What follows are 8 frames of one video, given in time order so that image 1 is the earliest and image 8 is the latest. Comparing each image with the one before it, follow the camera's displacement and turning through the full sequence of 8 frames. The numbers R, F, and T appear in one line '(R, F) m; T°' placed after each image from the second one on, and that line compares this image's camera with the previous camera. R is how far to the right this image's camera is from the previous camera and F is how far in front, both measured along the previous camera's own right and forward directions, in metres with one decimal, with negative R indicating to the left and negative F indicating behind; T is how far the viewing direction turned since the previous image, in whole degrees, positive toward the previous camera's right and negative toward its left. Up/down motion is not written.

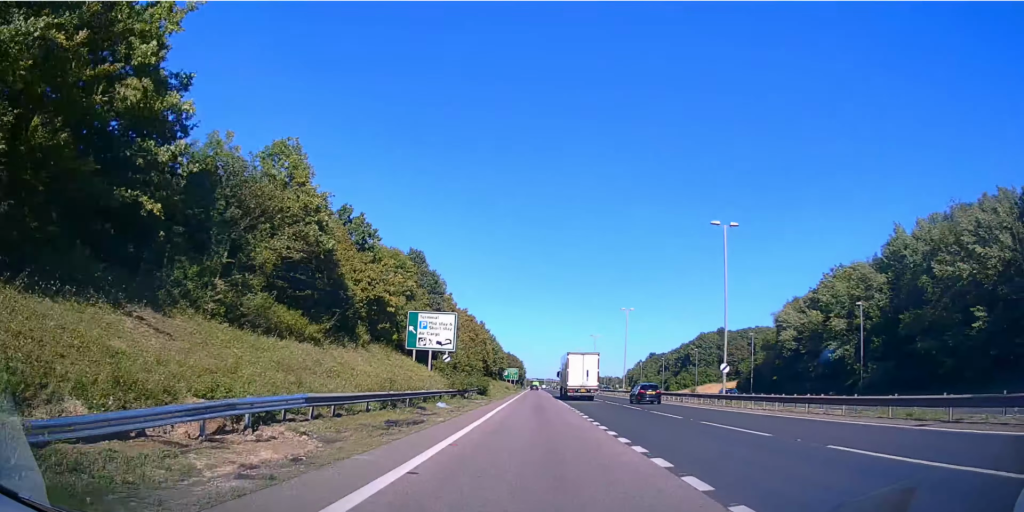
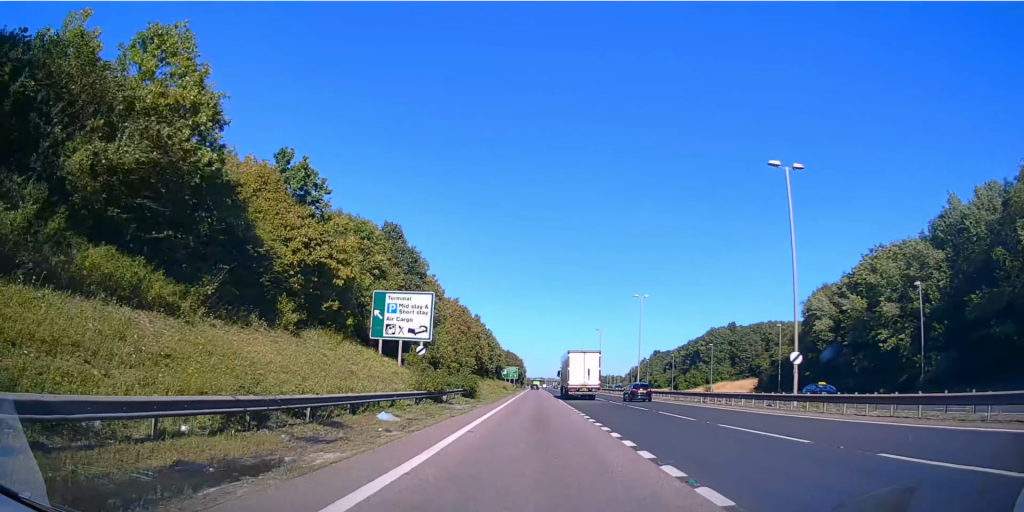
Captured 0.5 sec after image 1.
(0.0, +14.3) m; 0°
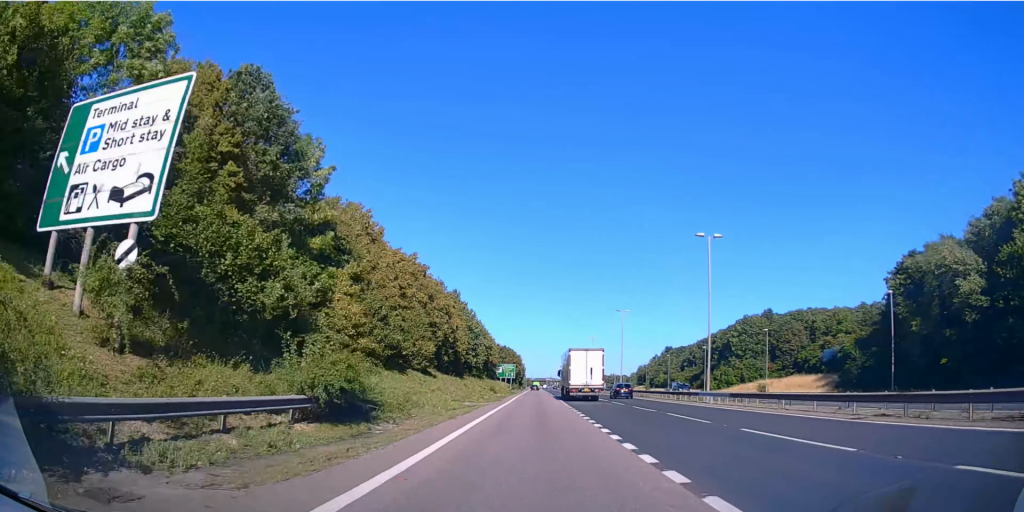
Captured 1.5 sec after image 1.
(0.0, +30.4) m; 0°
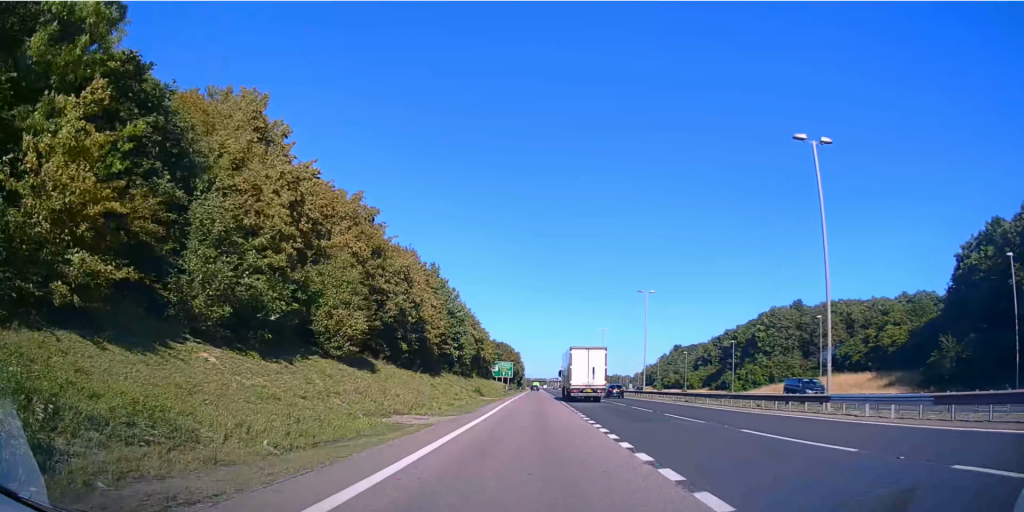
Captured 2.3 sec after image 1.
(-0.1, +20.0) m; 0°
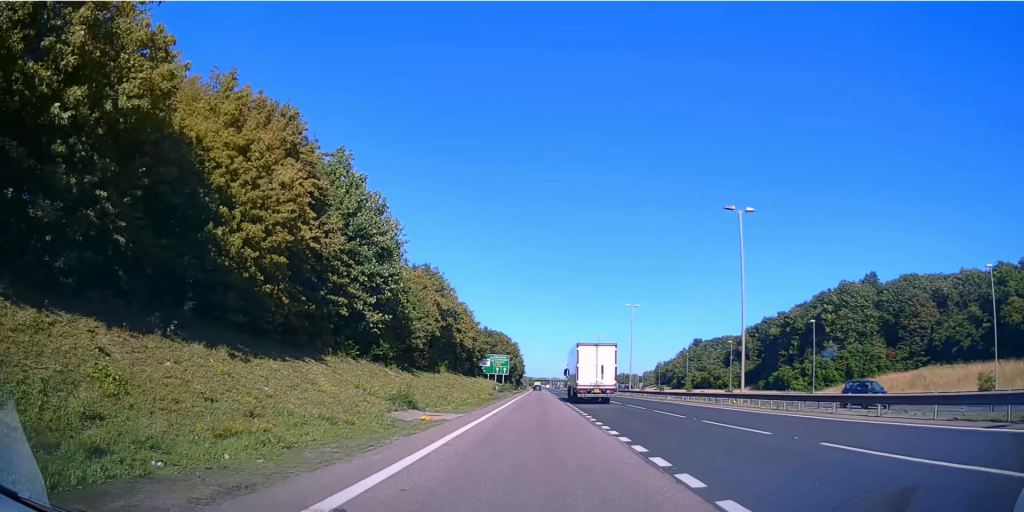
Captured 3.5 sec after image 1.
(0.0, +32.1) m; 0°
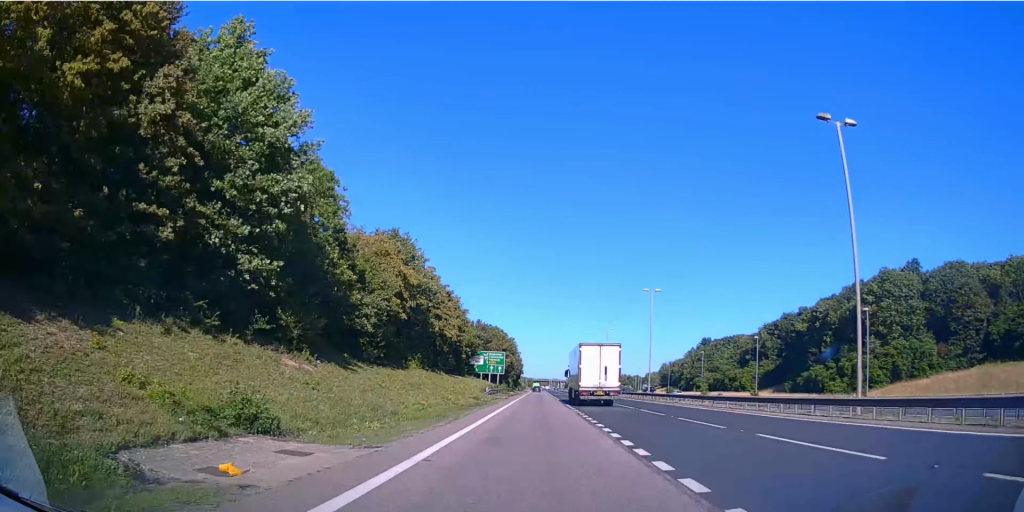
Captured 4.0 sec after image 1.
(0.0, +14.1) m; 0°
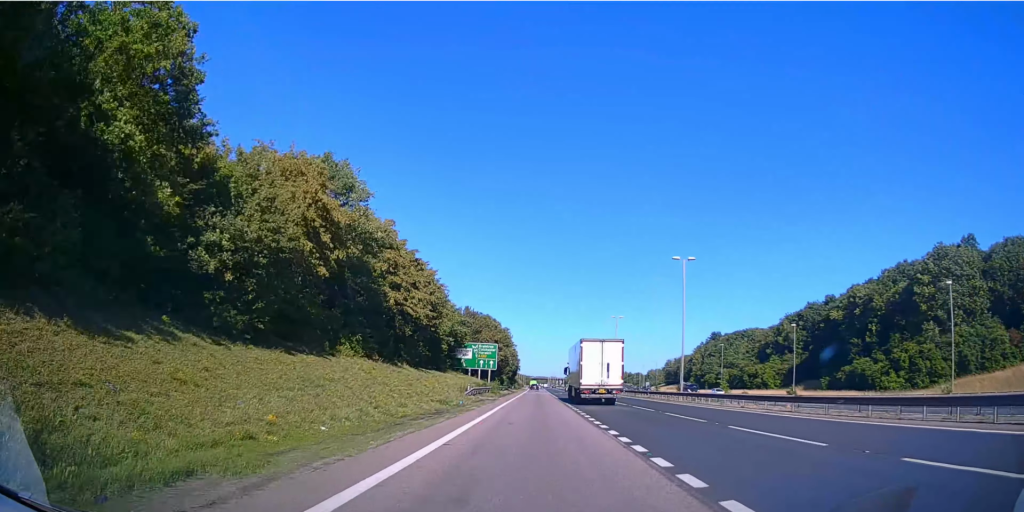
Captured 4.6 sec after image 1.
(0.0, +16.8) m; 0°
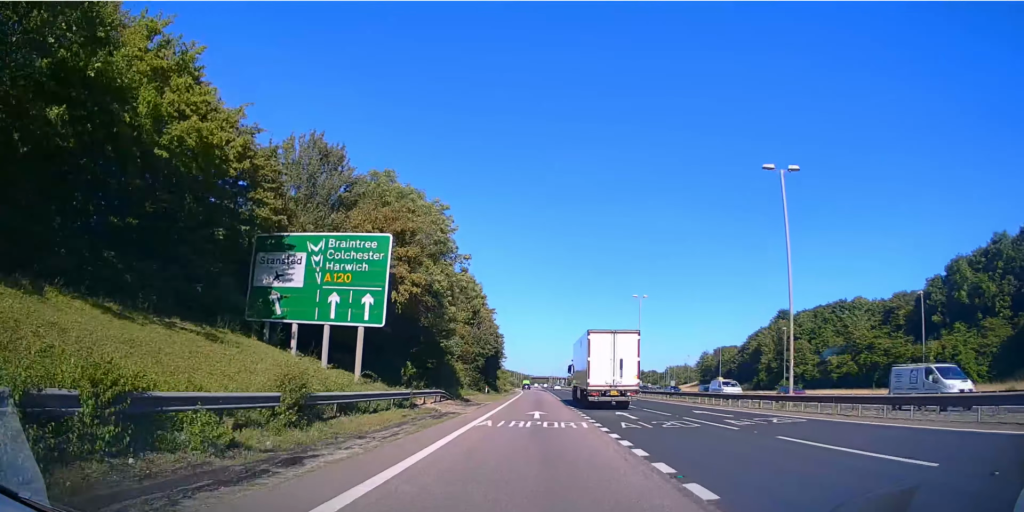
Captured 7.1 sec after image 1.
(+0.5, +64.7) m; +1°
